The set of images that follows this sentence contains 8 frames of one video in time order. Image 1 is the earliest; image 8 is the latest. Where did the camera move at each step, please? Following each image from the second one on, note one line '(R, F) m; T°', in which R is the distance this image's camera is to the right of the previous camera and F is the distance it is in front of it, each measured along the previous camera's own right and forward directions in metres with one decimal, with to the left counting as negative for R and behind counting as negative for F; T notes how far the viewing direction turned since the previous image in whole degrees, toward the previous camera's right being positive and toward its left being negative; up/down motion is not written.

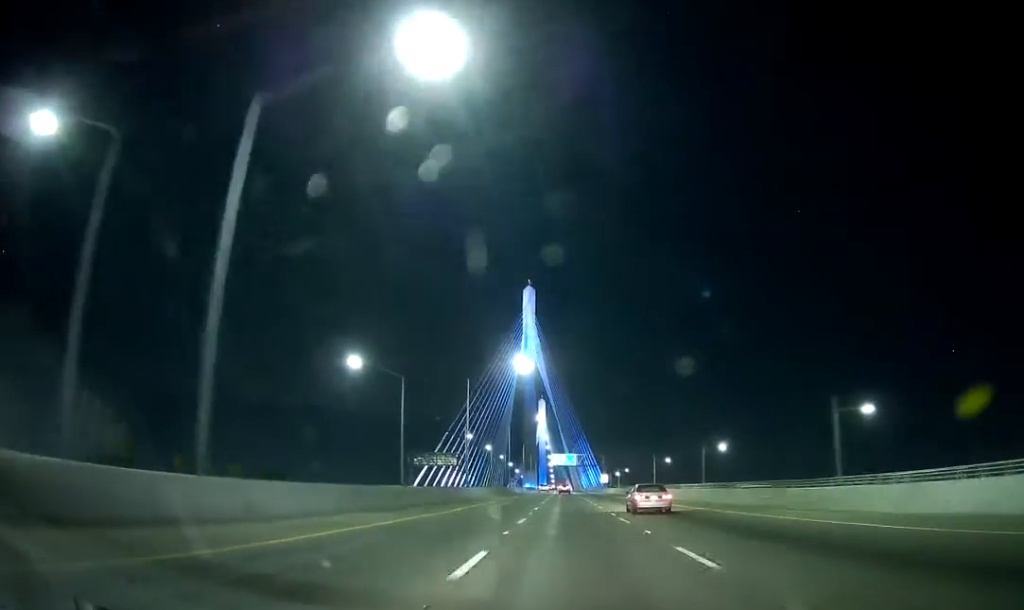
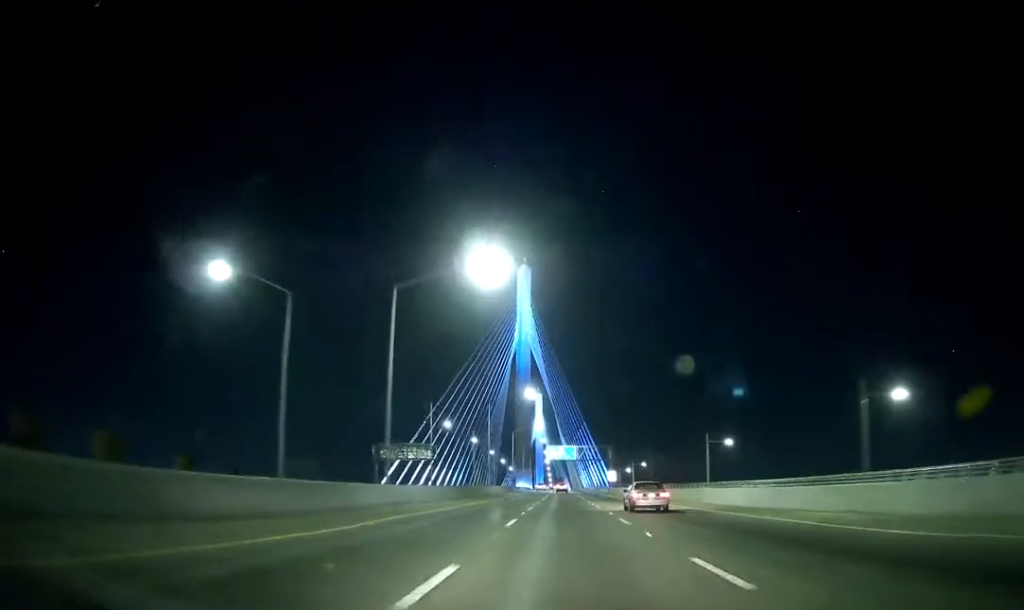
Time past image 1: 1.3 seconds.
(-0.1, +31.8) m; 0°
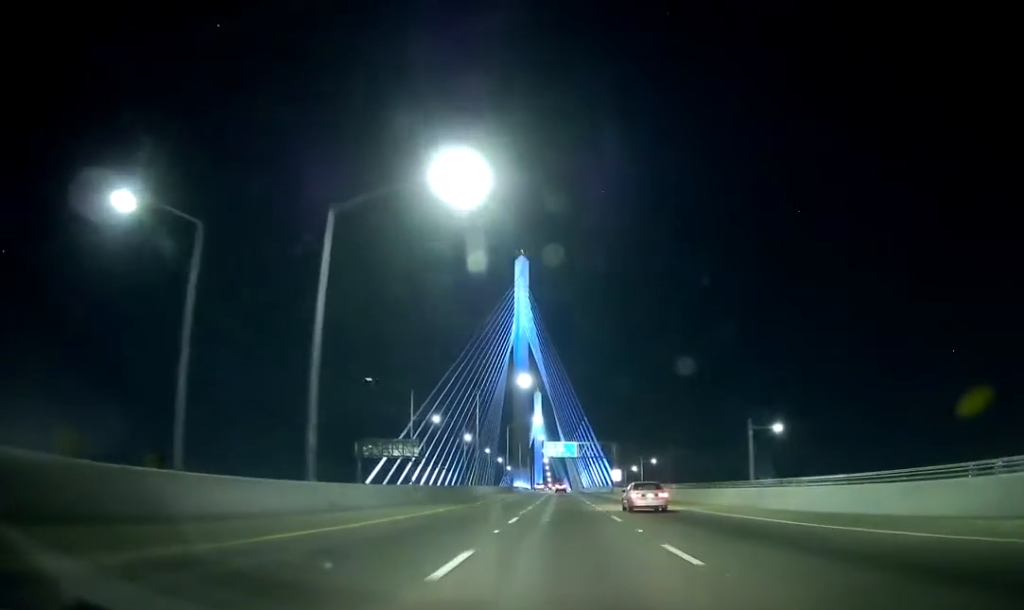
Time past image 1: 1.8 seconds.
(-0.1, +11.9) m; 0°
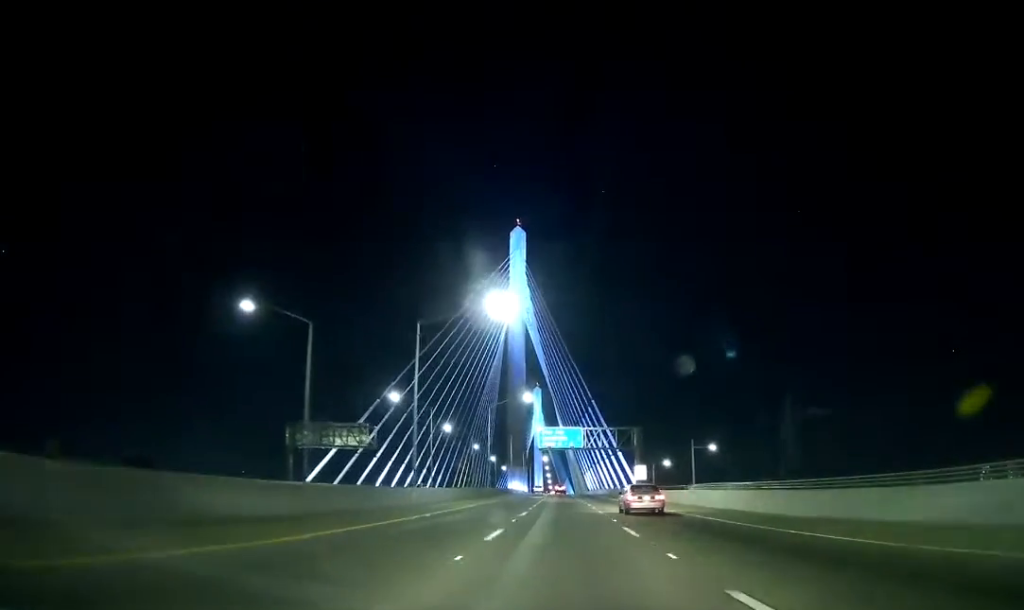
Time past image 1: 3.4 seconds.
(+0.2, +36.5) m; 0°
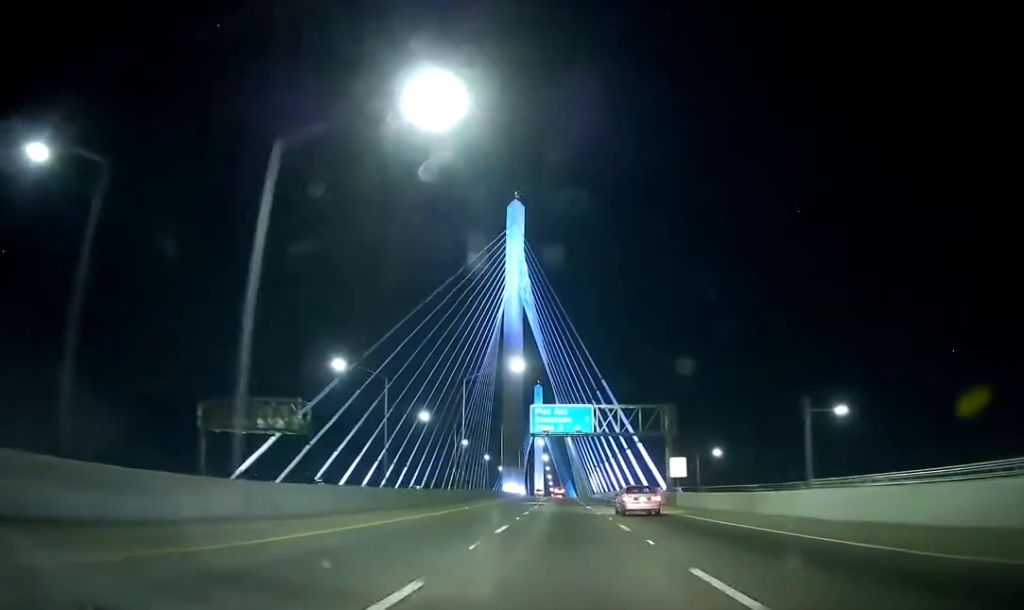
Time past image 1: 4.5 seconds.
(-0.1, +27.0) m; 0°
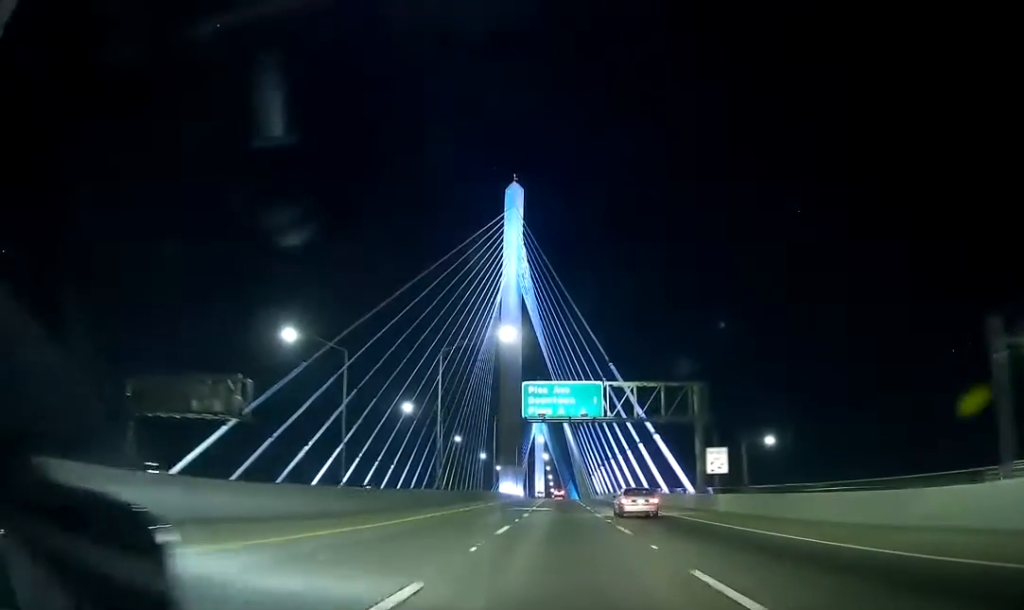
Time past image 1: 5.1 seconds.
(0.0, +14.2) m; 0°
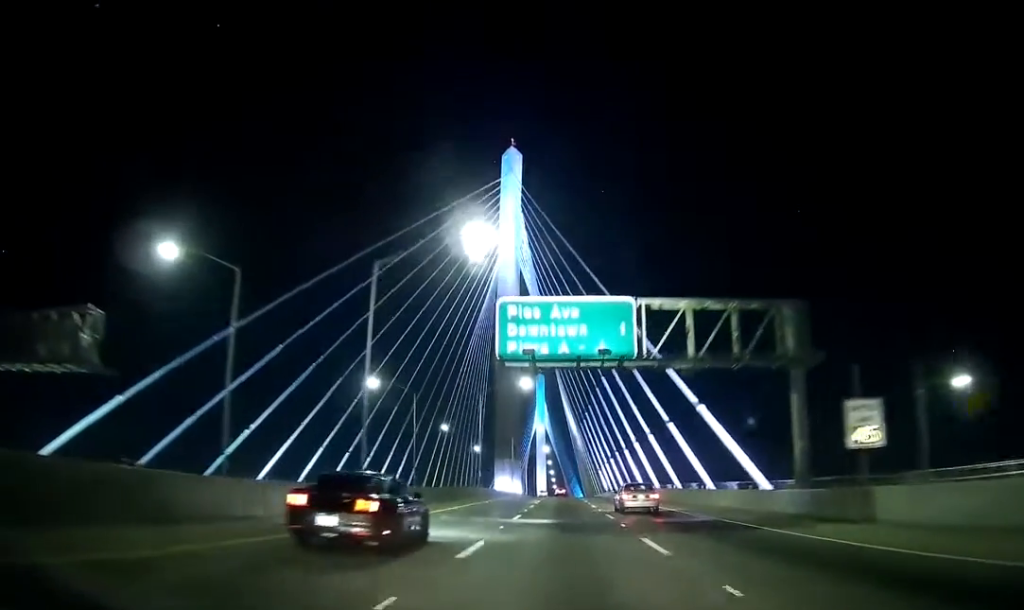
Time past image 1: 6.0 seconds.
(0.0, +22.2) m; -1°
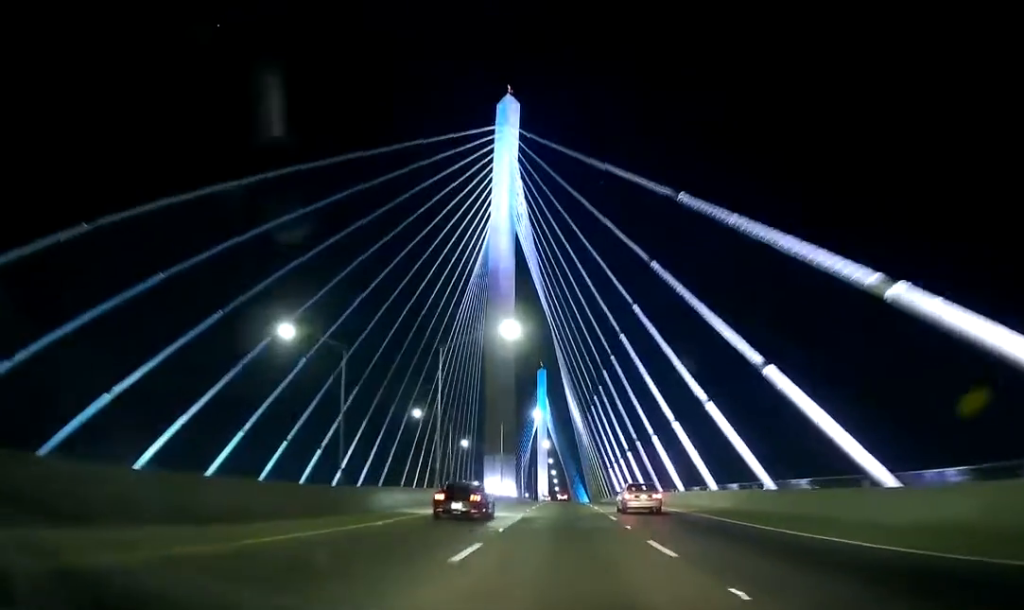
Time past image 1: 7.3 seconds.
(-0.3, +30.1) m; 0°
